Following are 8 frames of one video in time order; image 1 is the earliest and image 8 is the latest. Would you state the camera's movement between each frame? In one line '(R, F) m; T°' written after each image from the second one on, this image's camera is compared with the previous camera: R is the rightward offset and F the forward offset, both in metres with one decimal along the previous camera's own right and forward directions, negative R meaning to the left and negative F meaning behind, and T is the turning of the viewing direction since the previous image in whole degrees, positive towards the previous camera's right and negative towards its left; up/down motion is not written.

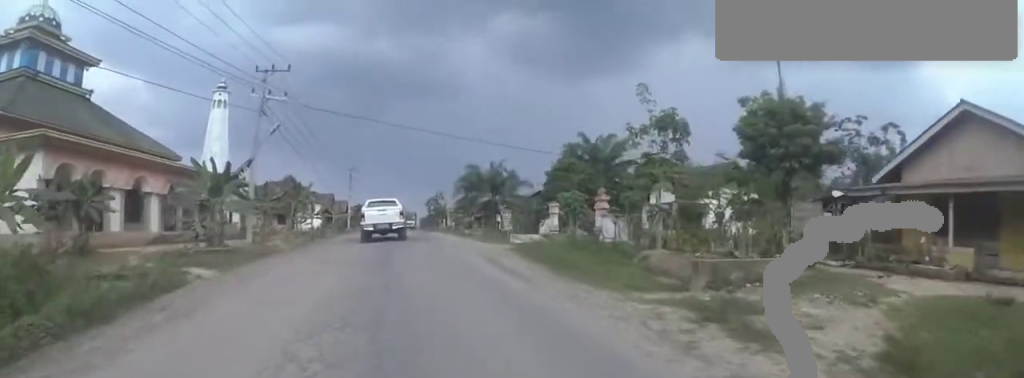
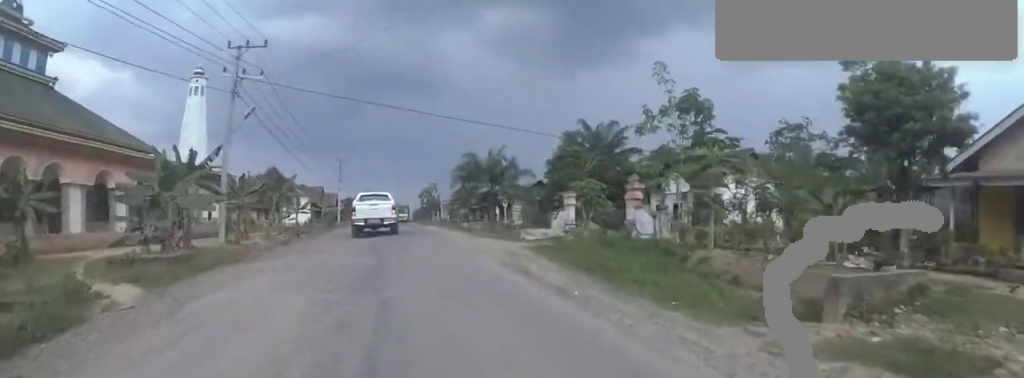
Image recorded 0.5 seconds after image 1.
(0.0, +3.2) m; 0°
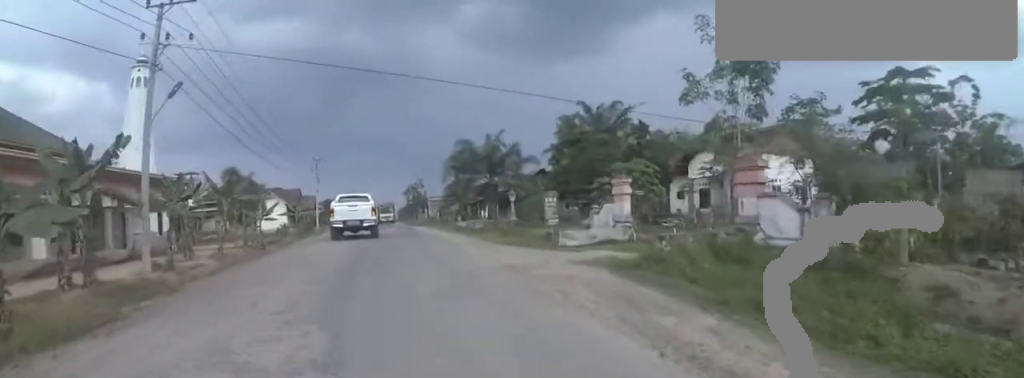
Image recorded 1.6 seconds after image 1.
(0.0, +6.2) m; 0°
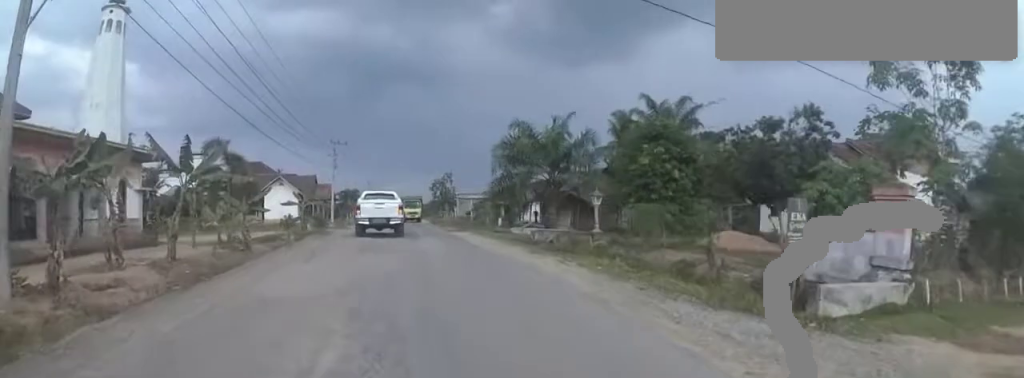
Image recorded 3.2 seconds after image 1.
(0.0, +8.2) m; 0°
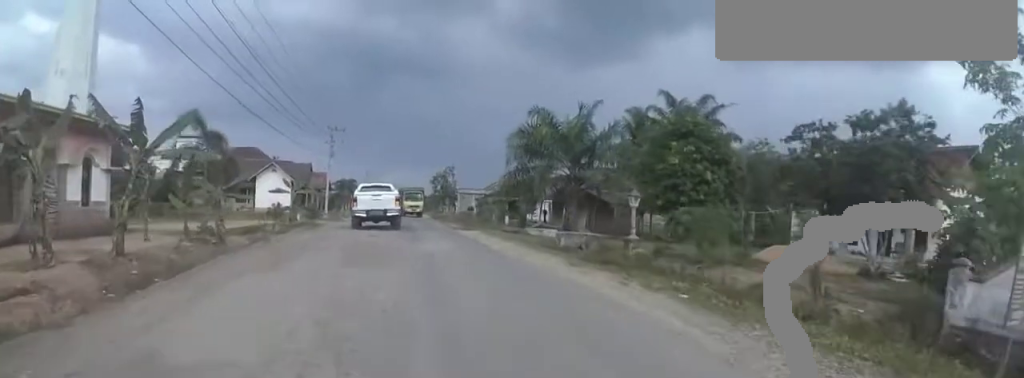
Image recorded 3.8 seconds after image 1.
(0.0, +3.2) m; 0°
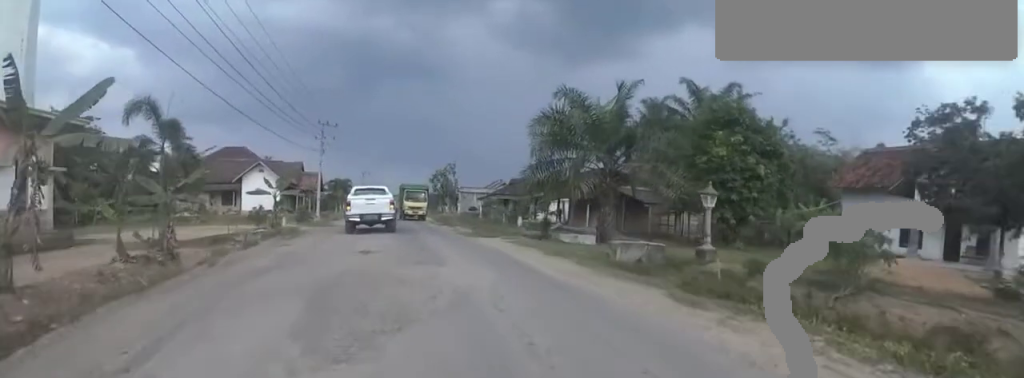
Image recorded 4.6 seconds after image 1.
(0.0, +4.2) m; 0°
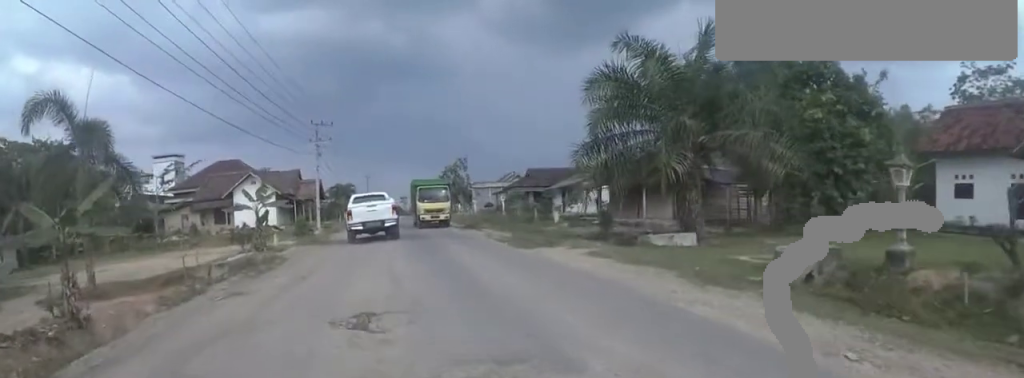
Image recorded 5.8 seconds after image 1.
(0.0, +5.6) m; -1°
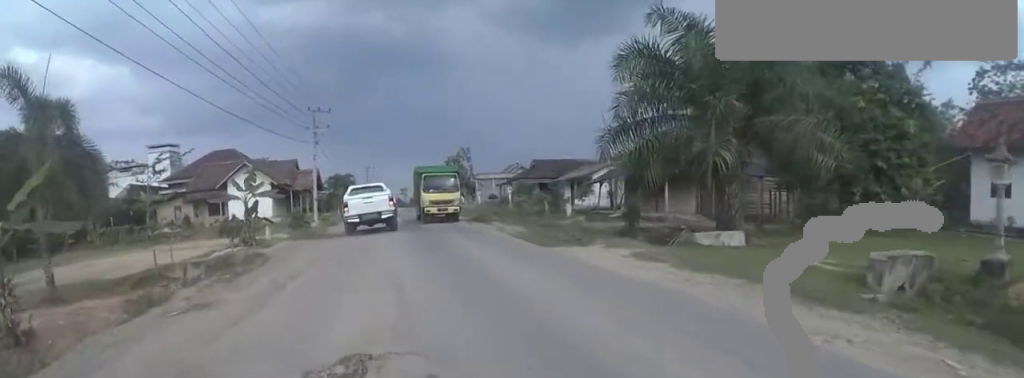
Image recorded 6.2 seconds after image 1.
(0.0, +1.9) m; -1°
